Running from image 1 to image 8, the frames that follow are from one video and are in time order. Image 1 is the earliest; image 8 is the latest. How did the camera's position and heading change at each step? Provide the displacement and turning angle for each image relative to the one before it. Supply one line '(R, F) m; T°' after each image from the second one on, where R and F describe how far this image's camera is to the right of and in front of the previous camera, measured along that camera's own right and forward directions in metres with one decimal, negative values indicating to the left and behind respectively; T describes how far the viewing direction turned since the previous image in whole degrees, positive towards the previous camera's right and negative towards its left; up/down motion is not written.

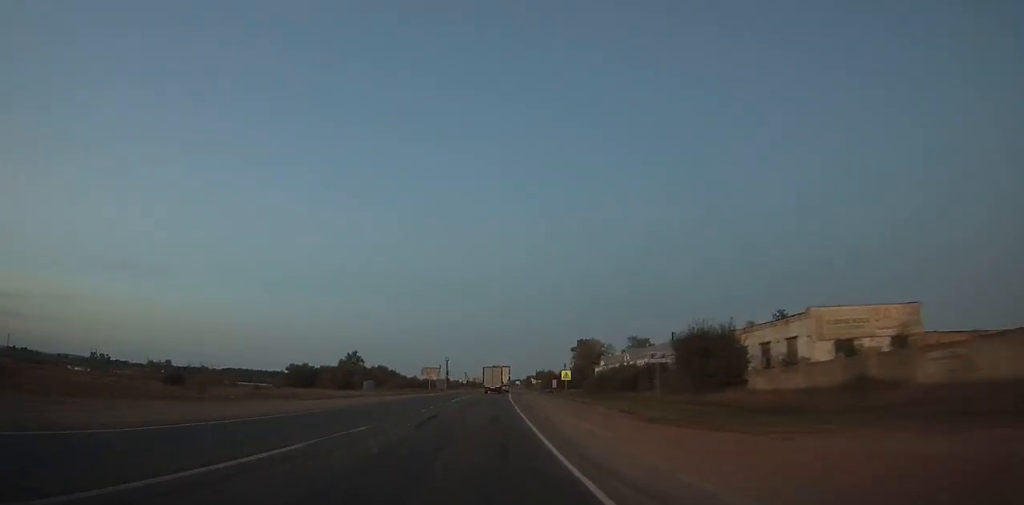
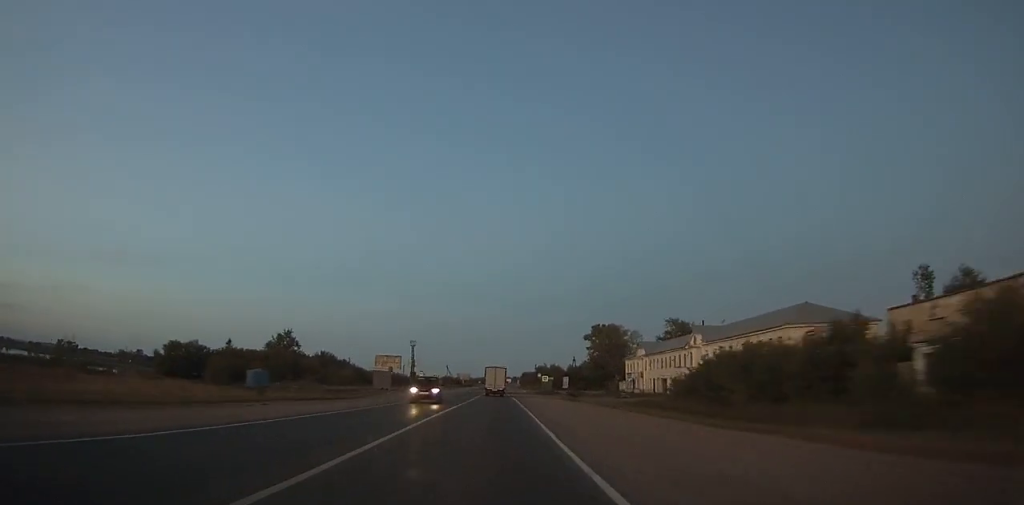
(+0.5, +63.4) m; +1°
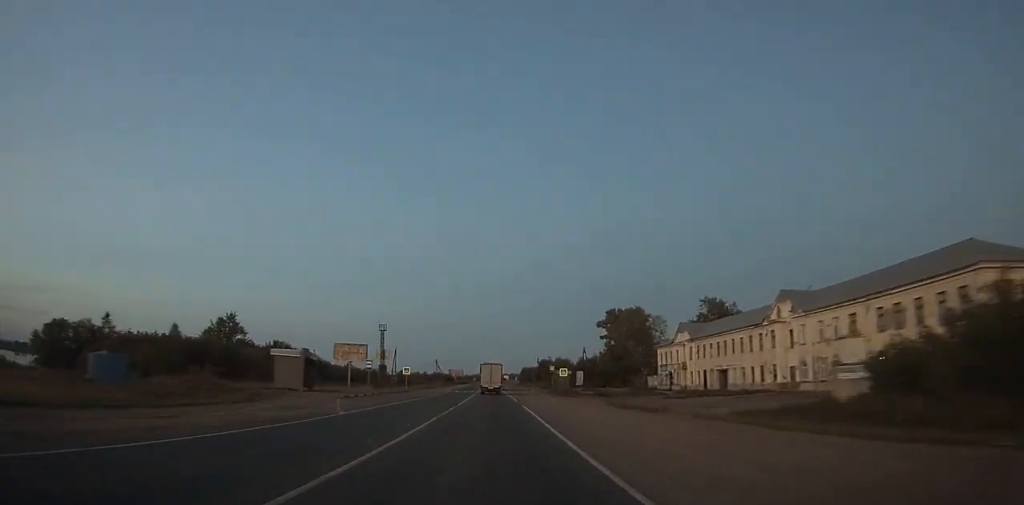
(+0.3, +32.4) m; 0°
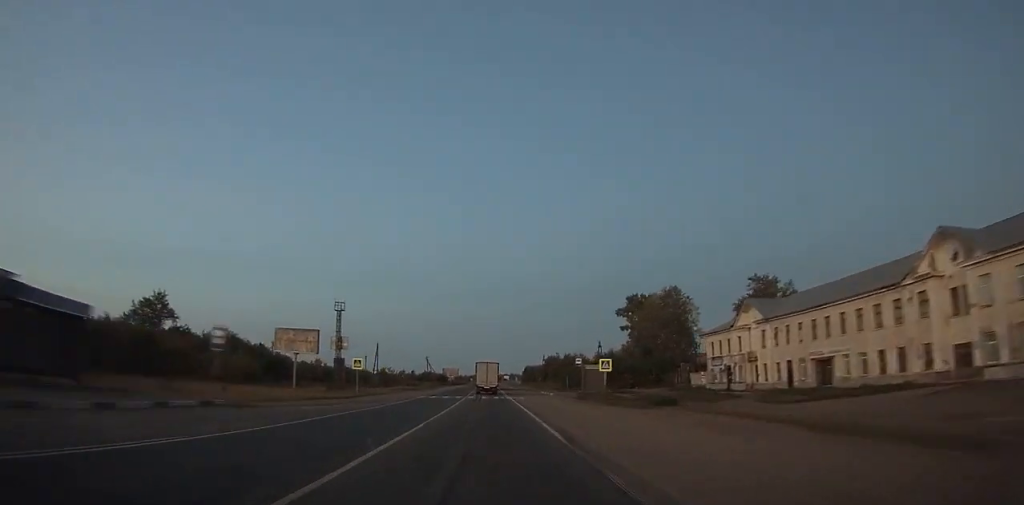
(+0.2, +28.4) m; 0°
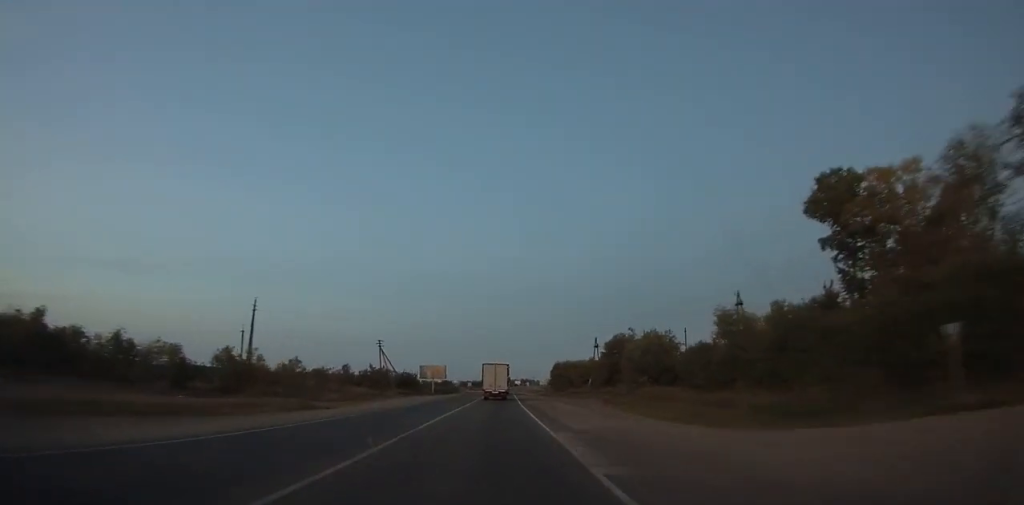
(-0.3, +87.9) m; 0°
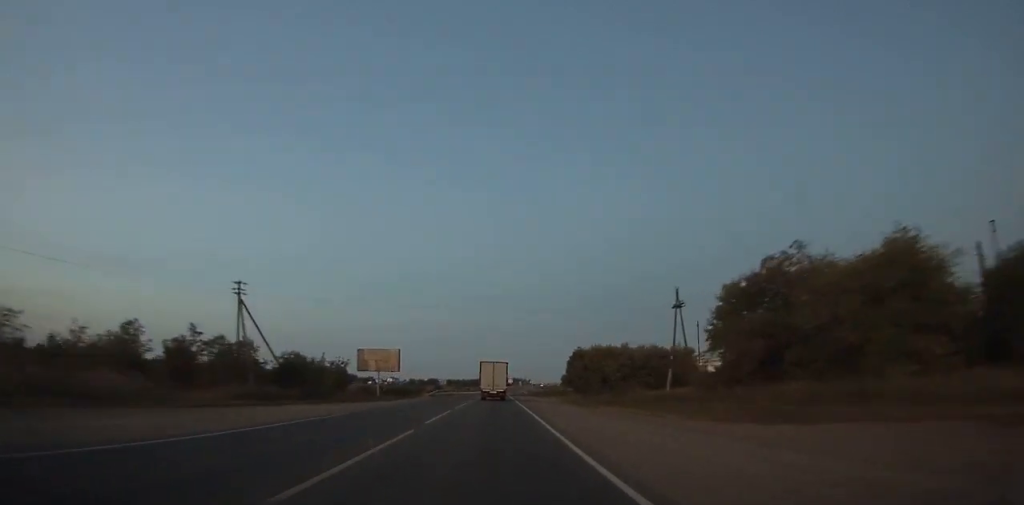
(0.0, +52.9) m; 0°
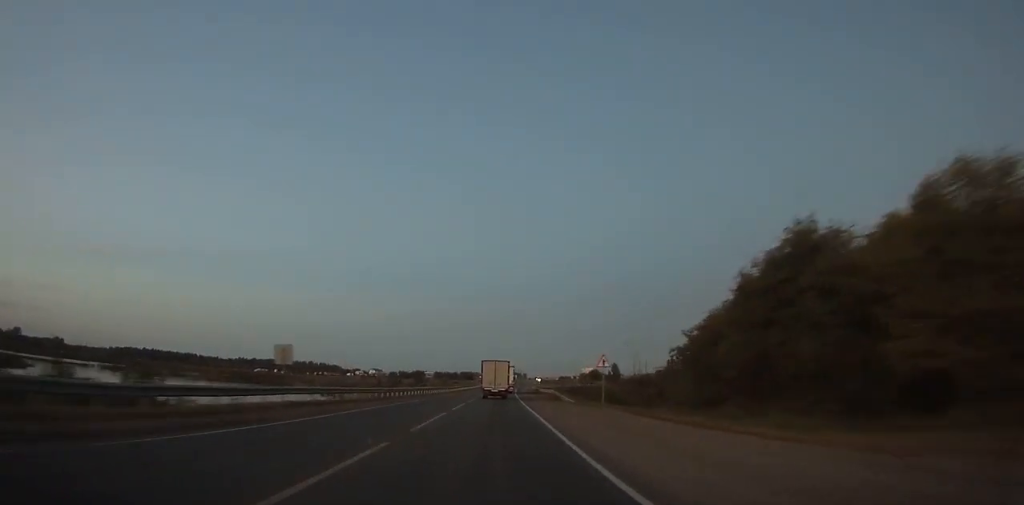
(+0.2, +76.7) m; +1°
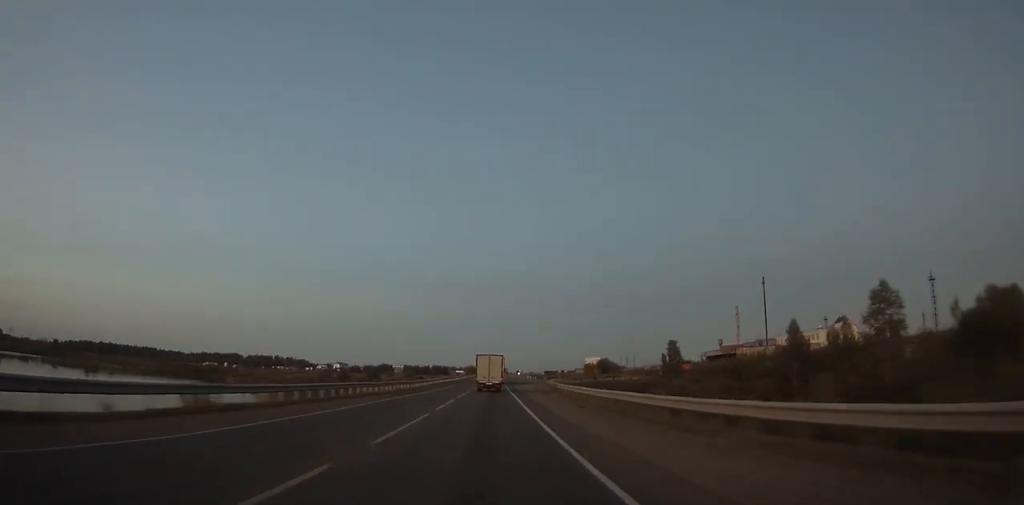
(+0.9, +76.8) m; +1°
